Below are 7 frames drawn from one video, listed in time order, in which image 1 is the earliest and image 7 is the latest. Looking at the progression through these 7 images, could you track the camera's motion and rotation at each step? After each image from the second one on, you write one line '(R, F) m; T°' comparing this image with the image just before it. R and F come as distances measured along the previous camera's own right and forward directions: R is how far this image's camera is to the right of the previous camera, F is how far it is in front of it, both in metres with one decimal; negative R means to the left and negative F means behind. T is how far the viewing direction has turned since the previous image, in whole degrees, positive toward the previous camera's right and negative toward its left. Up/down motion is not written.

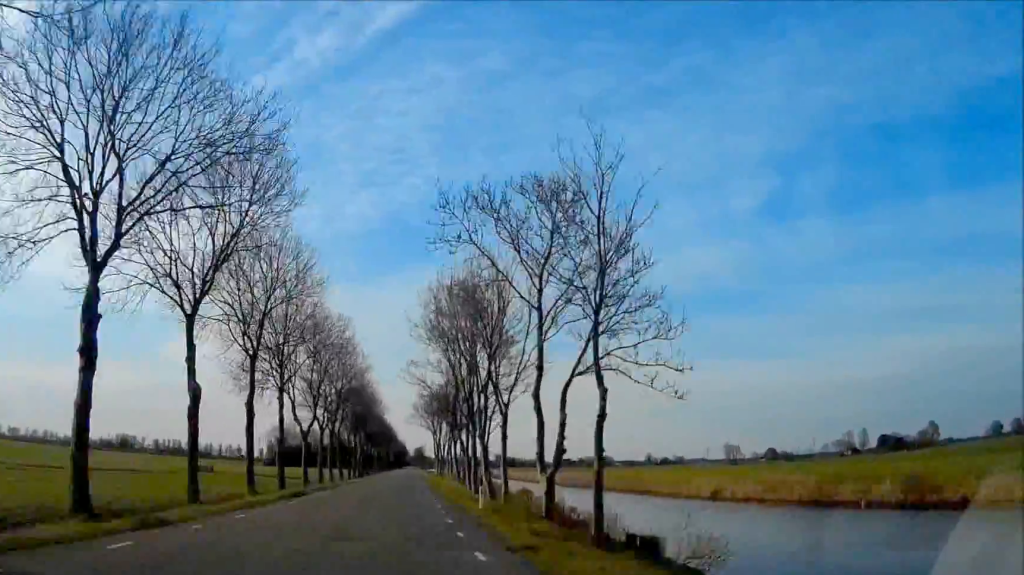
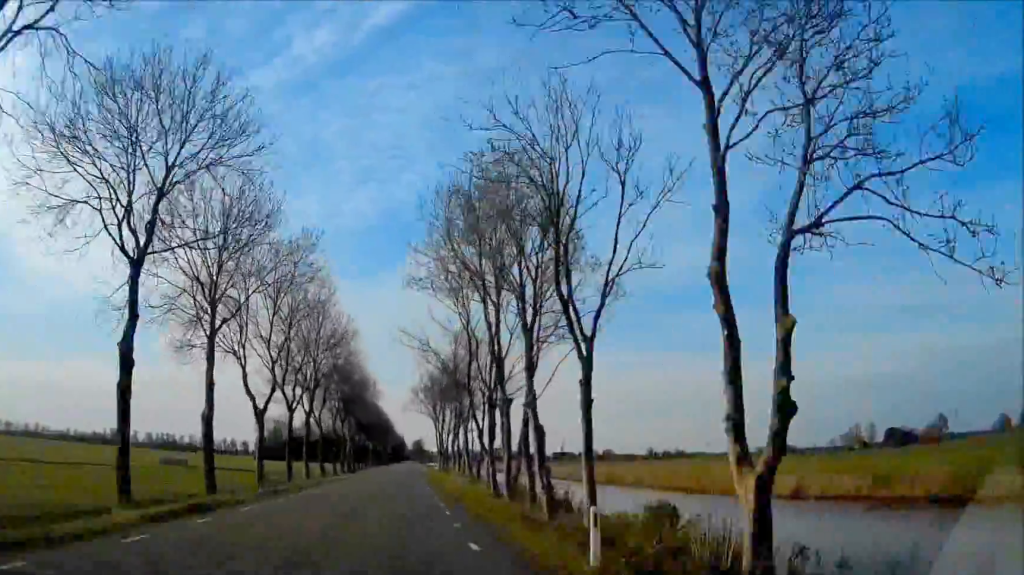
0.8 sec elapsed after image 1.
(0.0, +15.4) m; 0°
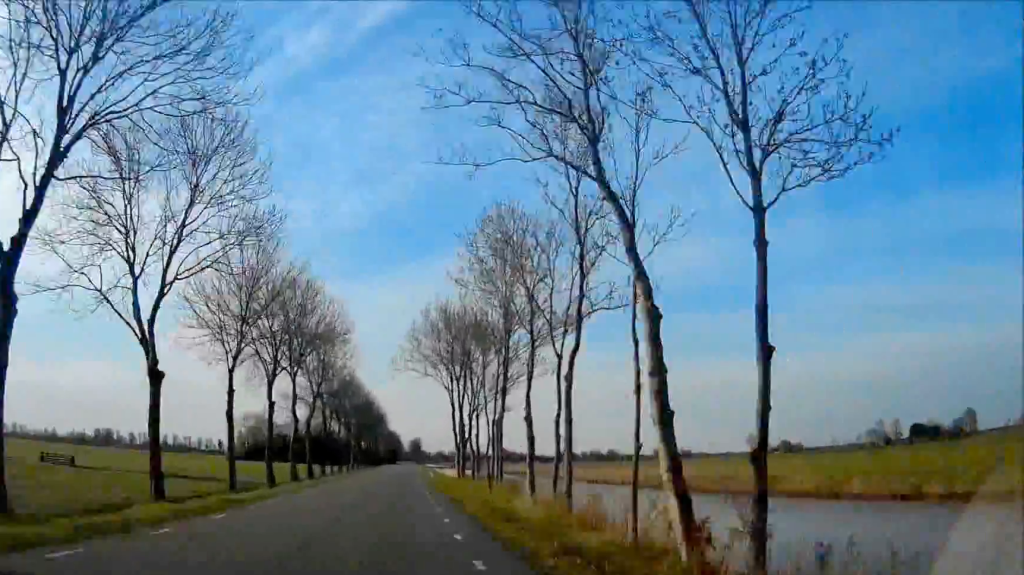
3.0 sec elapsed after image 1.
(+0.1, +42.5) m; 0°
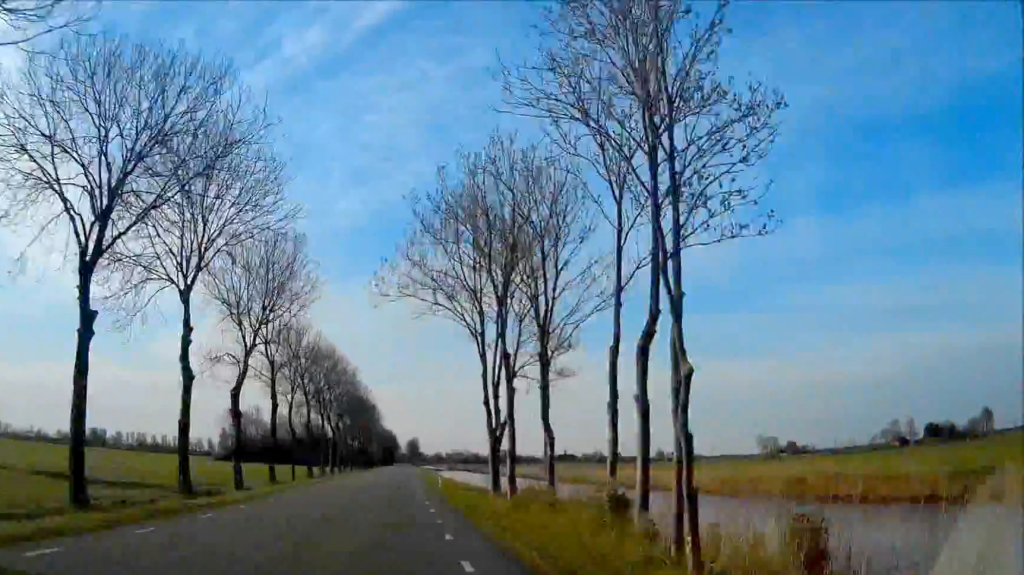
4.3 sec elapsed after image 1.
(+0.1, +24.5) m; 0°
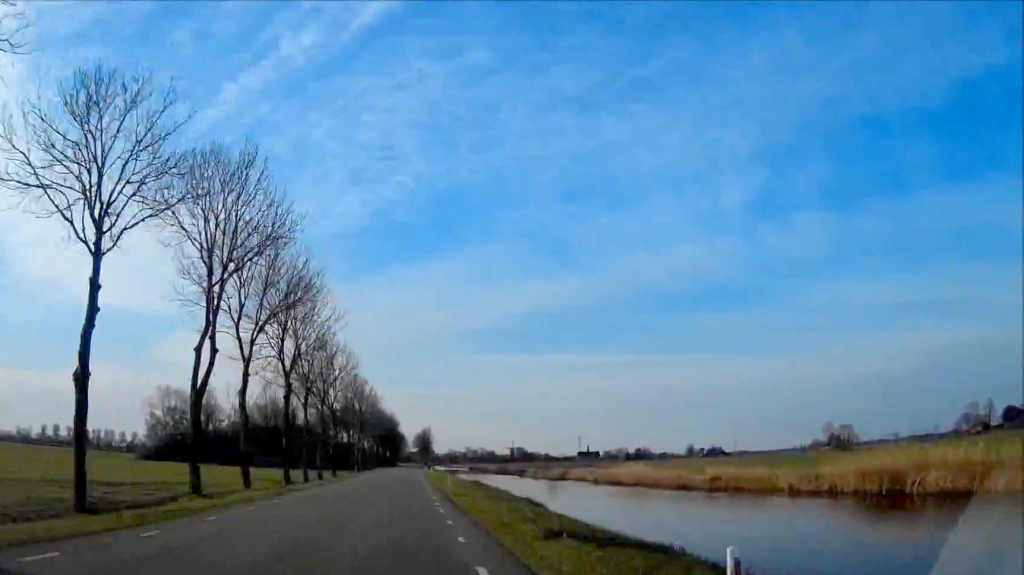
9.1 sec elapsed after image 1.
(-0.1, +92.8) m; 0°
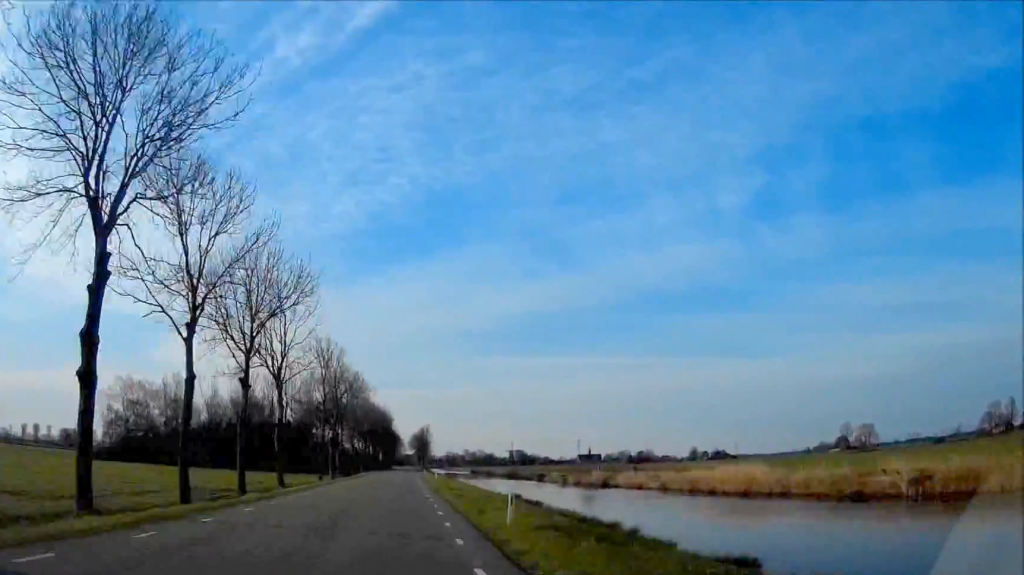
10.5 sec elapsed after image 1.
(+0.1, +28.2) m; 0°
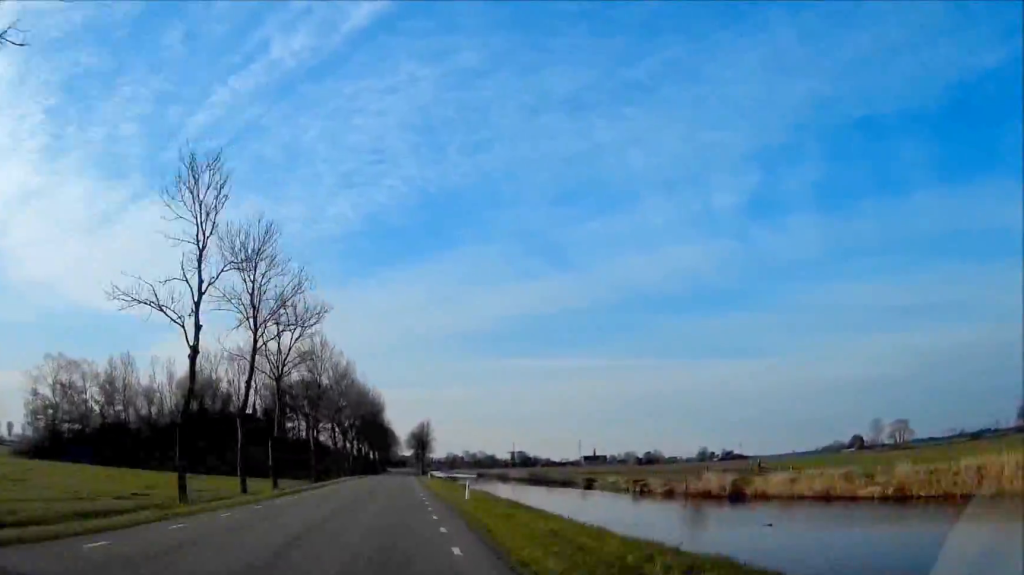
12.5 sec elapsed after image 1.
(-0.1, +37.1) m; 0°
